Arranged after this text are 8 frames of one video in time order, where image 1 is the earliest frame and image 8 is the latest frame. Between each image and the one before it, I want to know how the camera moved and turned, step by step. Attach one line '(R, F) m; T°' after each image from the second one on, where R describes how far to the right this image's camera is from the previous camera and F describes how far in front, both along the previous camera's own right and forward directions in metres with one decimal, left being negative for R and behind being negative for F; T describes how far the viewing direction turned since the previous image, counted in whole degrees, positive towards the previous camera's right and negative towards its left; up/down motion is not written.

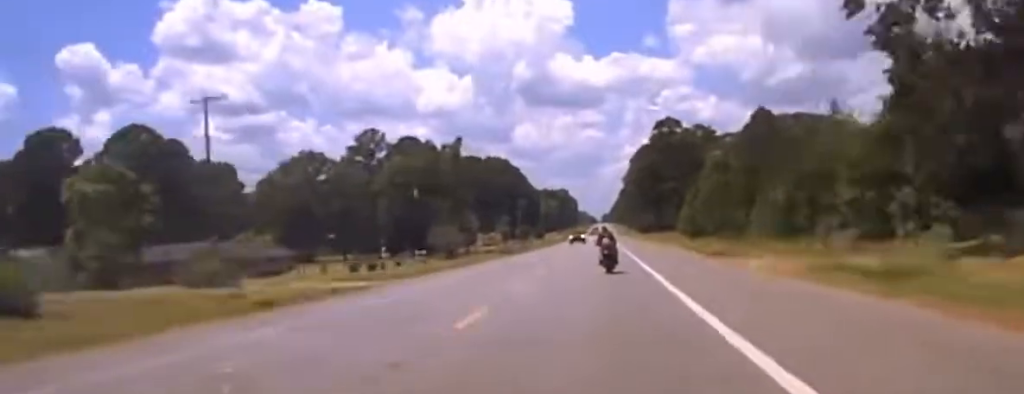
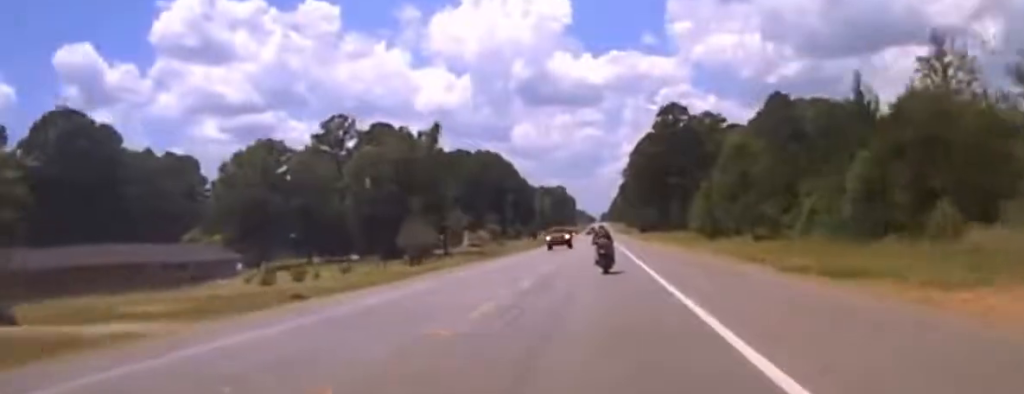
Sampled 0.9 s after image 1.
(-0.1, +23.6) m; 0°
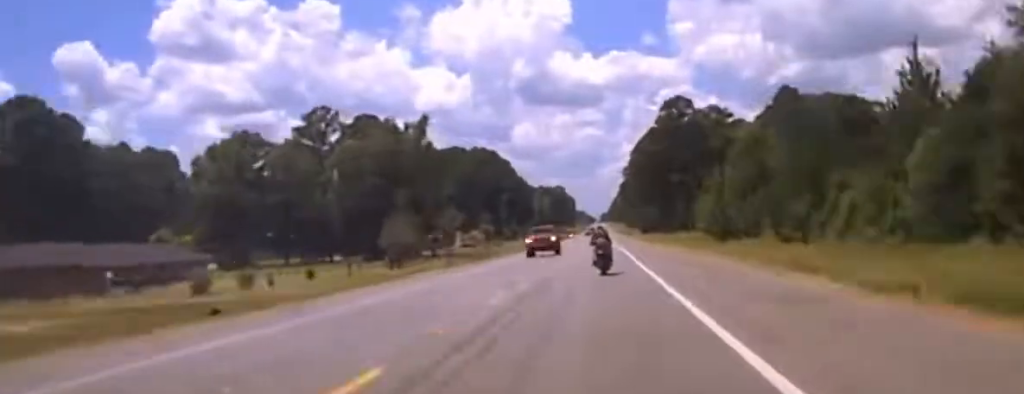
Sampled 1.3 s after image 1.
(-0.1, +12.4) m; 0°
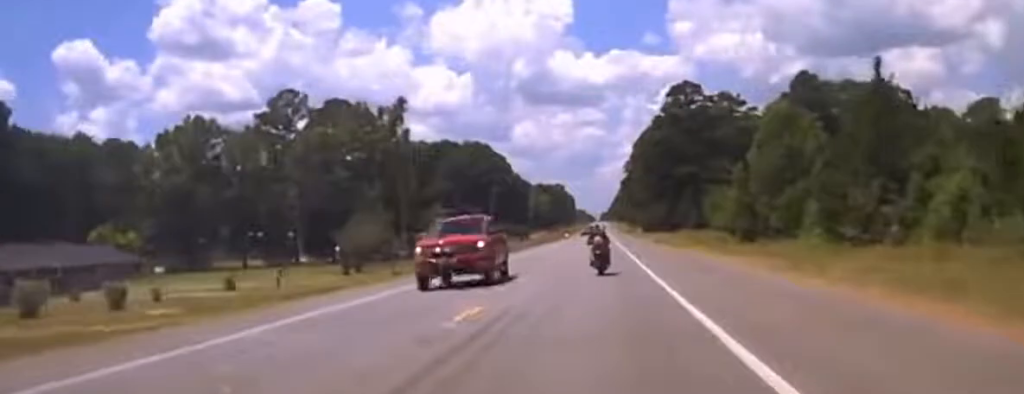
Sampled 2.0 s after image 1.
(+0.1, +18.7) m; 0°
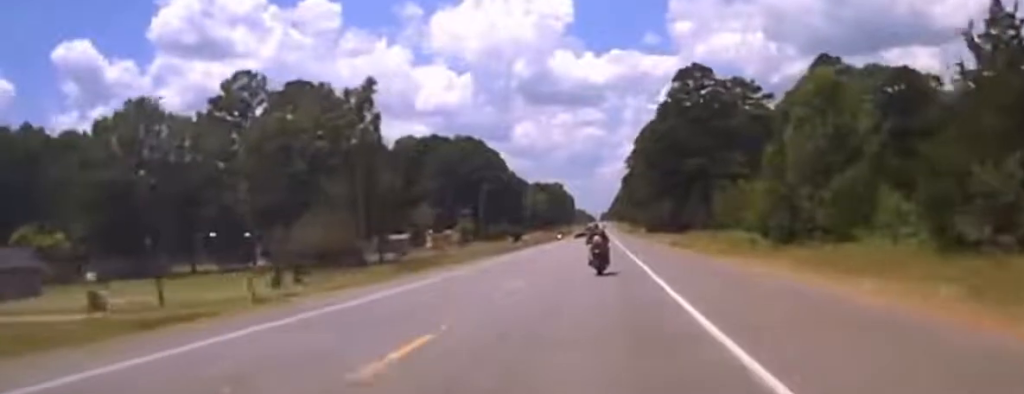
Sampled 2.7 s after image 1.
(0.0, +17.9) m; 0°
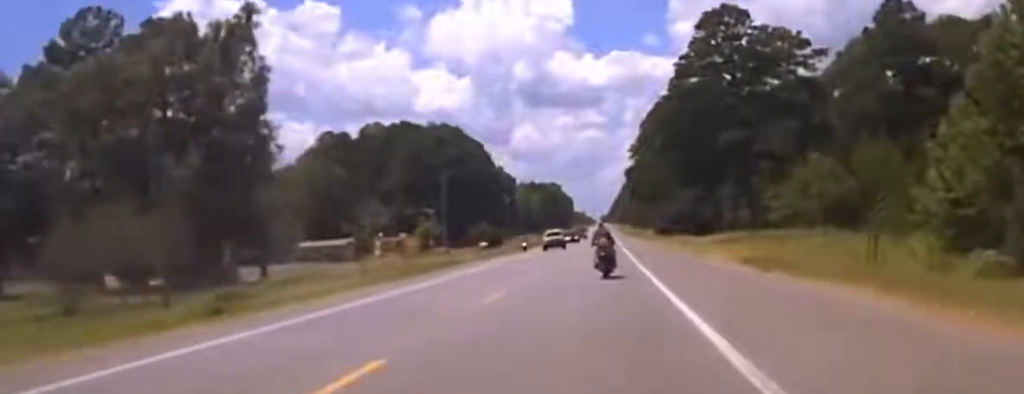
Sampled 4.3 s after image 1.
(-0.2, +37.4) m; 0°
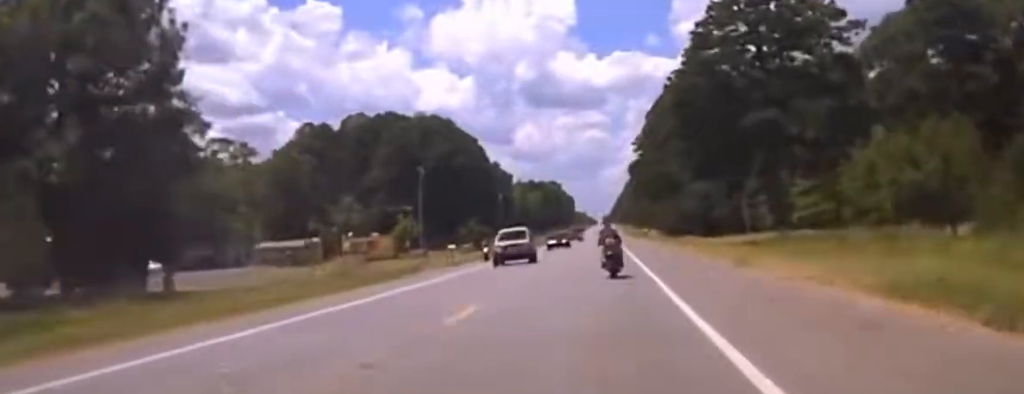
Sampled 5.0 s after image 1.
(0.0, +14.6) m; 0°
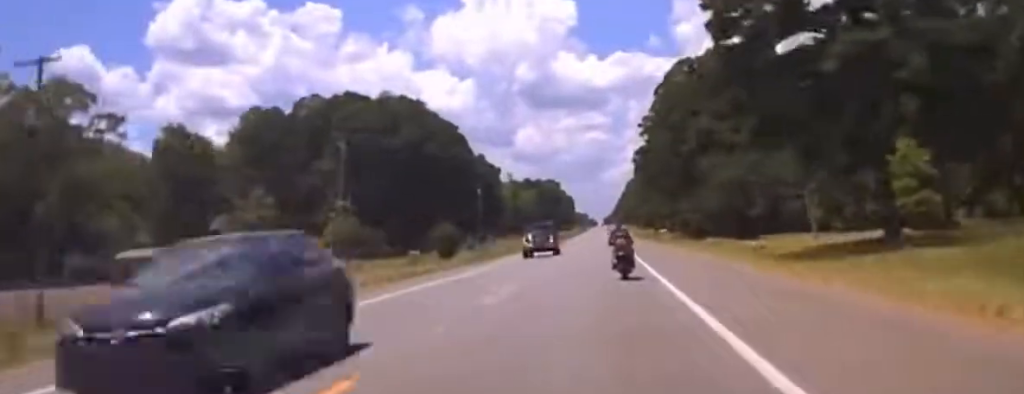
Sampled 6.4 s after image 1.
(0.0, +27.9) m; 0°
